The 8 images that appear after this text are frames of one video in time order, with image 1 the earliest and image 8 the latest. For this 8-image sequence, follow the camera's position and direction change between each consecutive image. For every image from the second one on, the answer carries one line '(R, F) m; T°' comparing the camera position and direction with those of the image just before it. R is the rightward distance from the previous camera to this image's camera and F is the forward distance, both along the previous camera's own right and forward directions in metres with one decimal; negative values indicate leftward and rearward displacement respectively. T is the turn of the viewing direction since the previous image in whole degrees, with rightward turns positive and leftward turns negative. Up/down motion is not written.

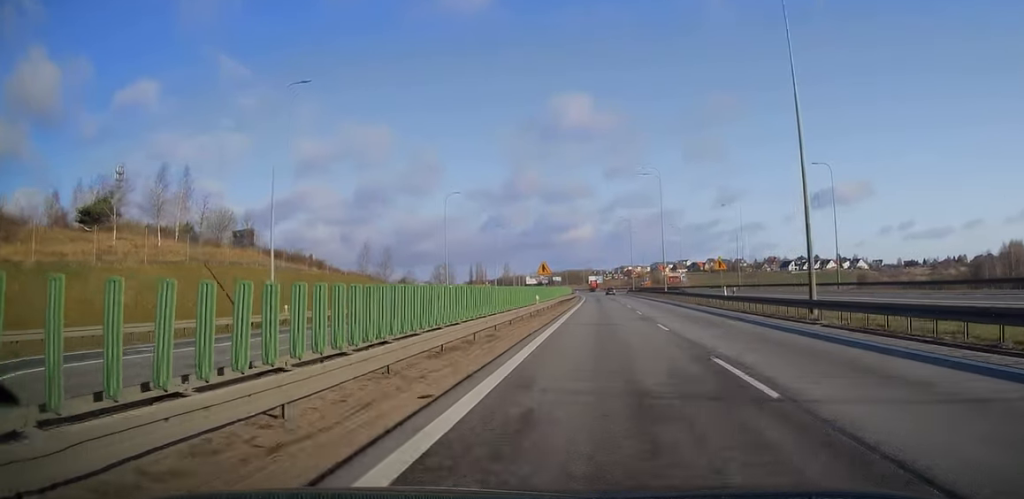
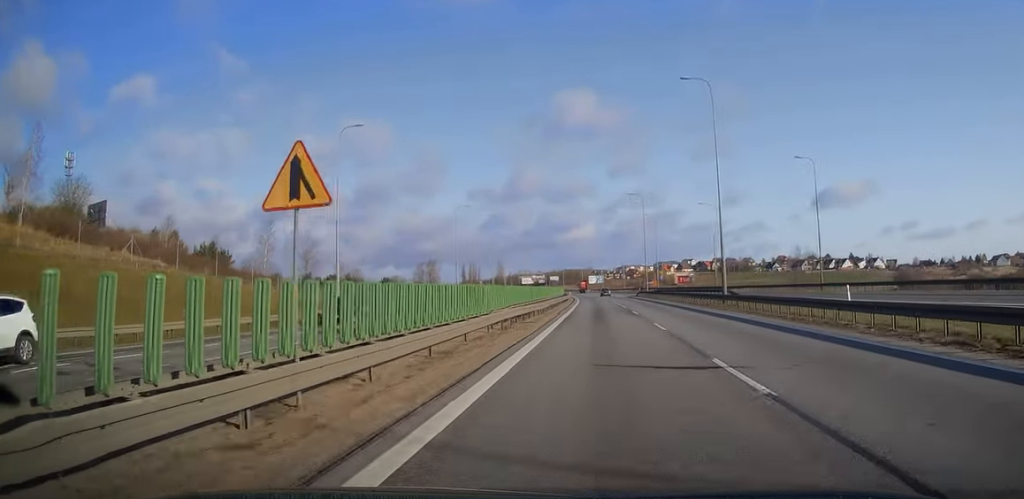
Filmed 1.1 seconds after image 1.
(0.0, +36.9) m; 0°
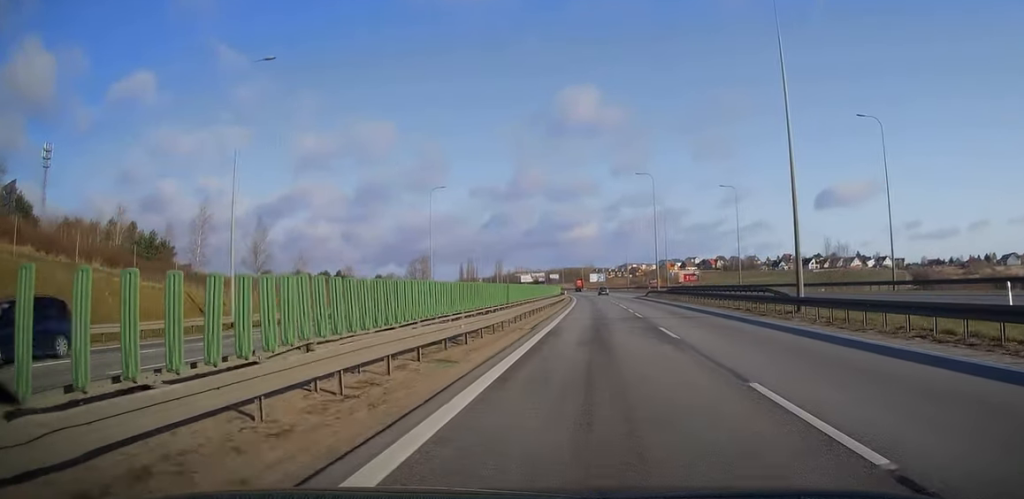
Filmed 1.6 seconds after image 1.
(0.0, +15.6) m; 0°
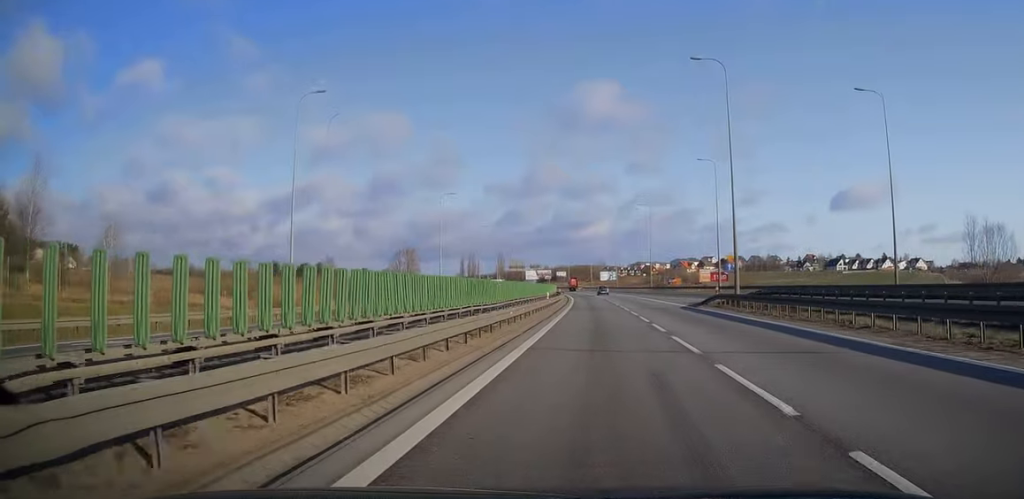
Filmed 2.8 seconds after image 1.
(-0.4, +40.5) m; -1°
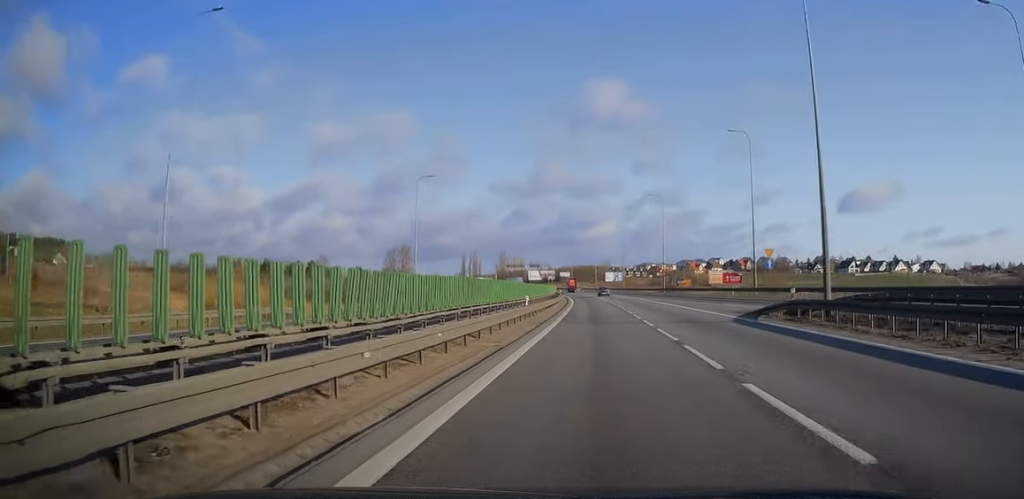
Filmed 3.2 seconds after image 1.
(-0.1, +14.4) m; 0°
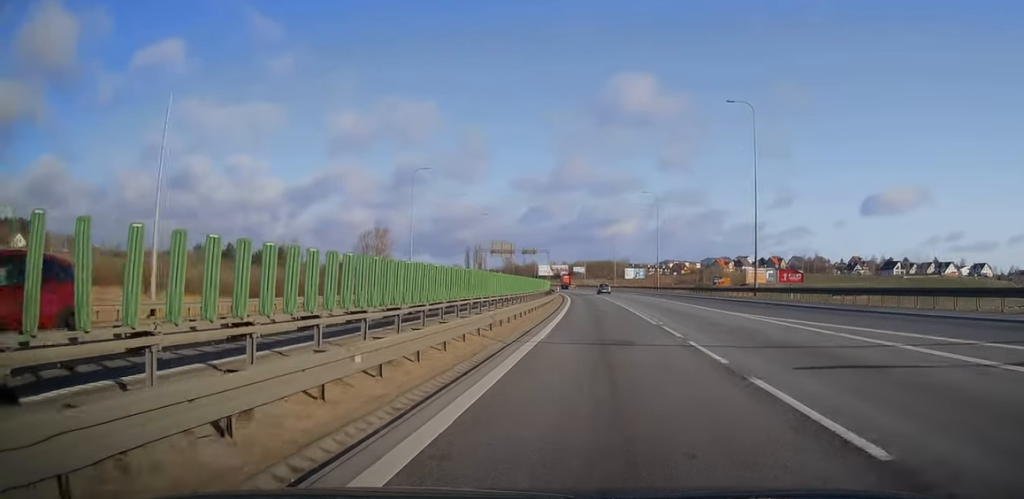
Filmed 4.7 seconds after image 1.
(-0.5, +48.8) m; -2°
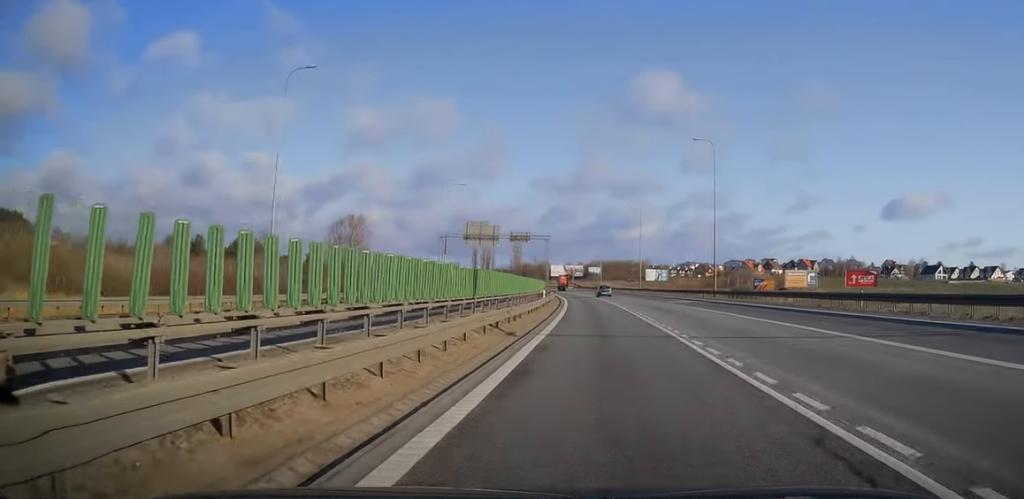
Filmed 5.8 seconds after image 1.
(-0.6, +36.1) m; -2°
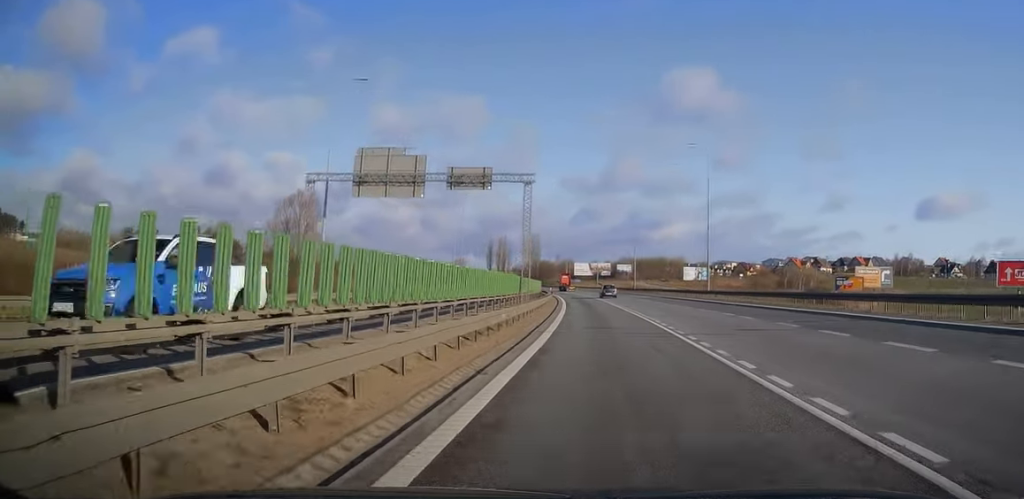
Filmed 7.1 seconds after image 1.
(-0.7, +45.8) m; -2°
